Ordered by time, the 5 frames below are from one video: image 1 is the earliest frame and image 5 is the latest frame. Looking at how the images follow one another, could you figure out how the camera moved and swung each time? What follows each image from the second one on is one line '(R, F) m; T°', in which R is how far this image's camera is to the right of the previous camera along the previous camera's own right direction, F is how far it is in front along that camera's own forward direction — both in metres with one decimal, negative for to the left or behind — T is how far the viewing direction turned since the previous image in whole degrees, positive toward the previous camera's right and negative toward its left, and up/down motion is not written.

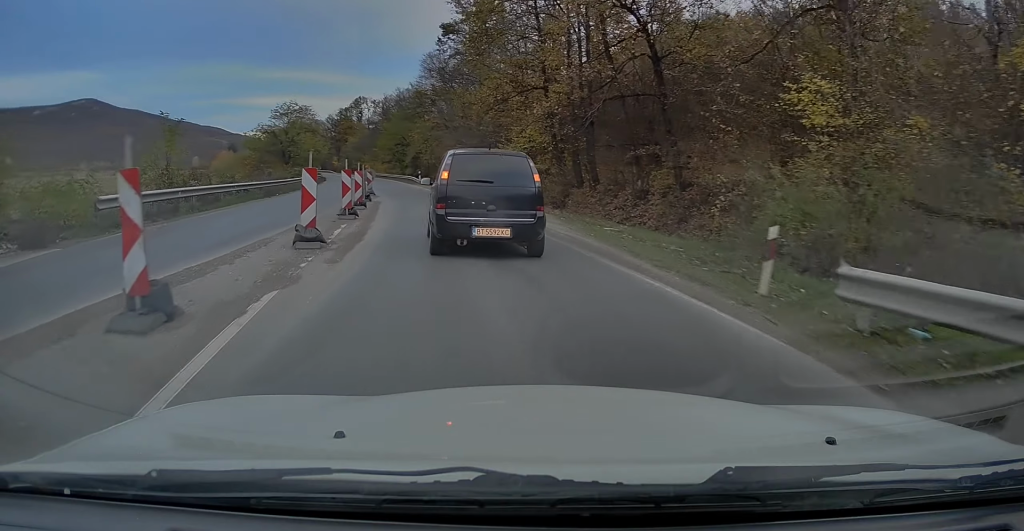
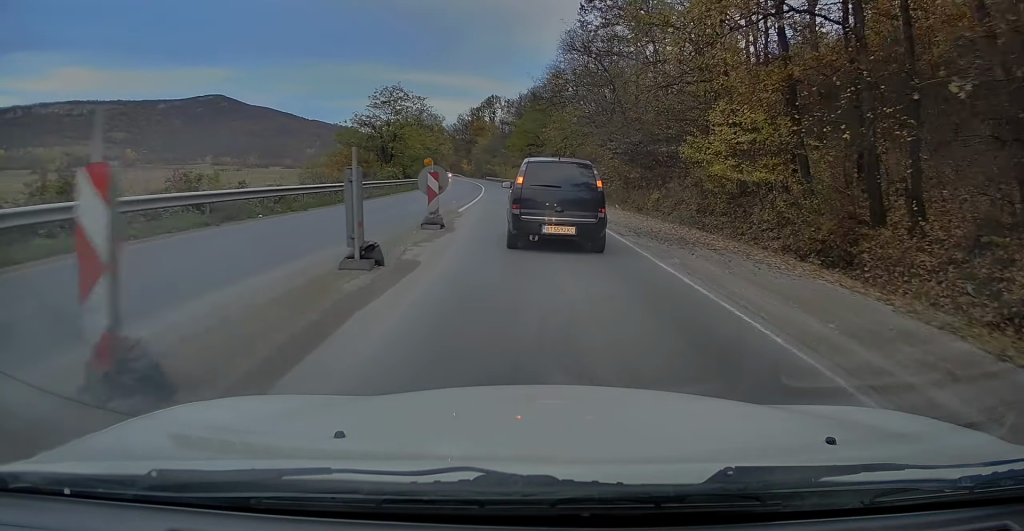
(-2.4, +18.5) m; -13°
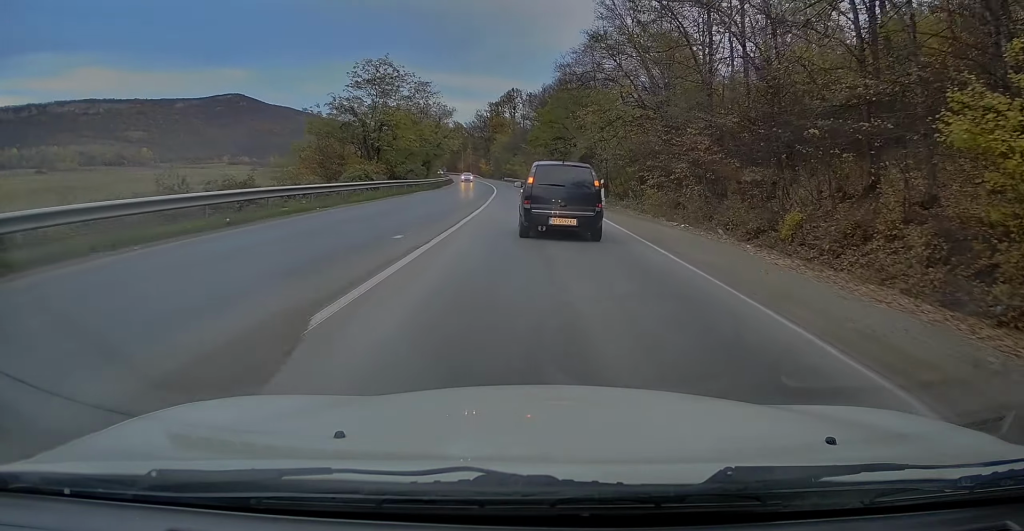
(-0.9, +17.0) m; -3°
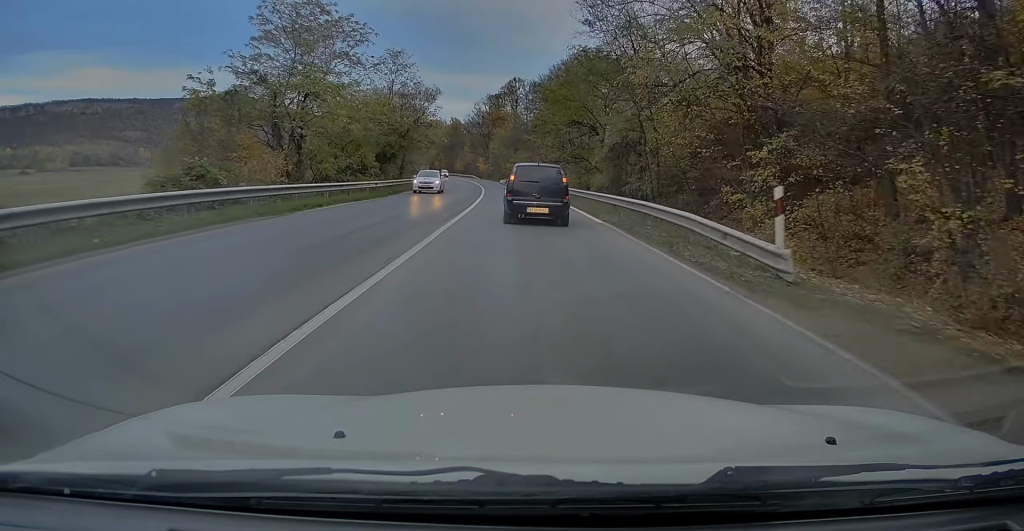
(+0.4, +20.7) m; 0°
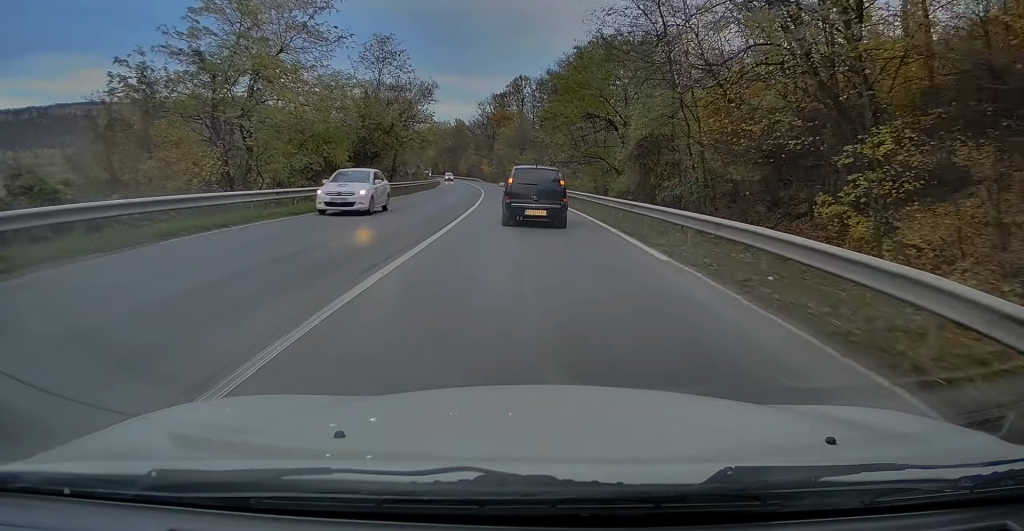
(0.0, +7.5) m; -1°
